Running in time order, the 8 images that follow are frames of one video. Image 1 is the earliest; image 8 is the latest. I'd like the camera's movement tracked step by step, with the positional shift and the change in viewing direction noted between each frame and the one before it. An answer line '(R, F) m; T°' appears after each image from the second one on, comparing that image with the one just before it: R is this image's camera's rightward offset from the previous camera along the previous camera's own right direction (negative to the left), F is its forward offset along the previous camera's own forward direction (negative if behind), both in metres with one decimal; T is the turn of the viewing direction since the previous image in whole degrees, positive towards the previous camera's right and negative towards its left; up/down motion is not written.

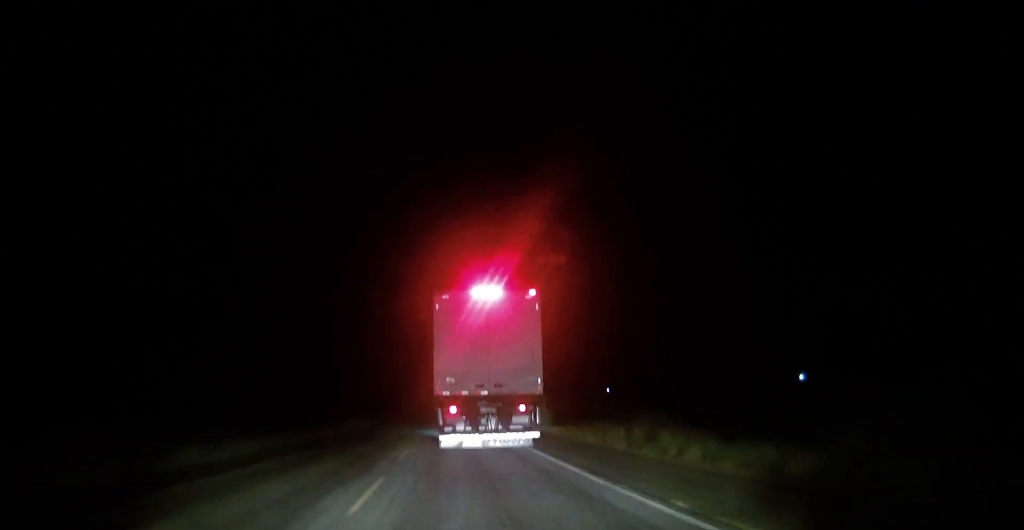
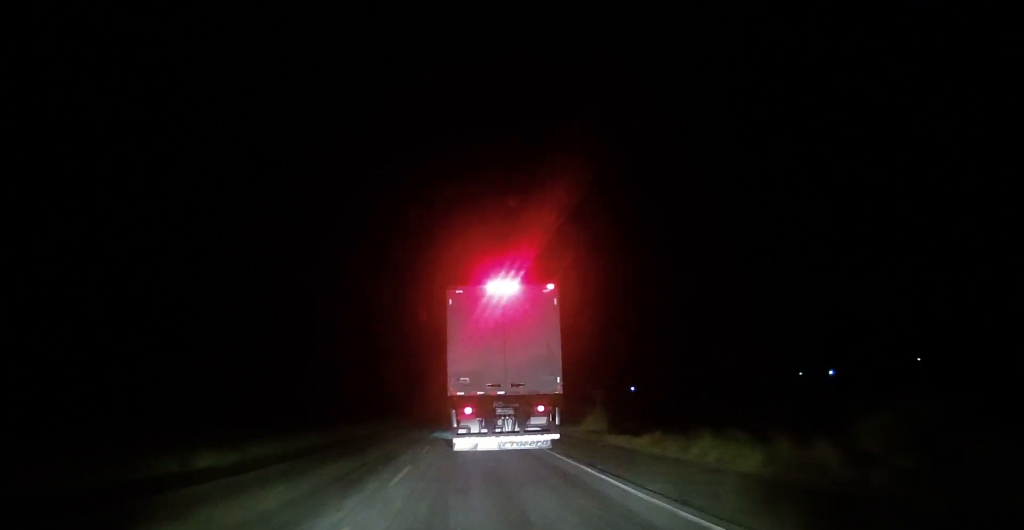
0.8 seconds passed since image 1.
(+0.5, +12.7) m; +2°
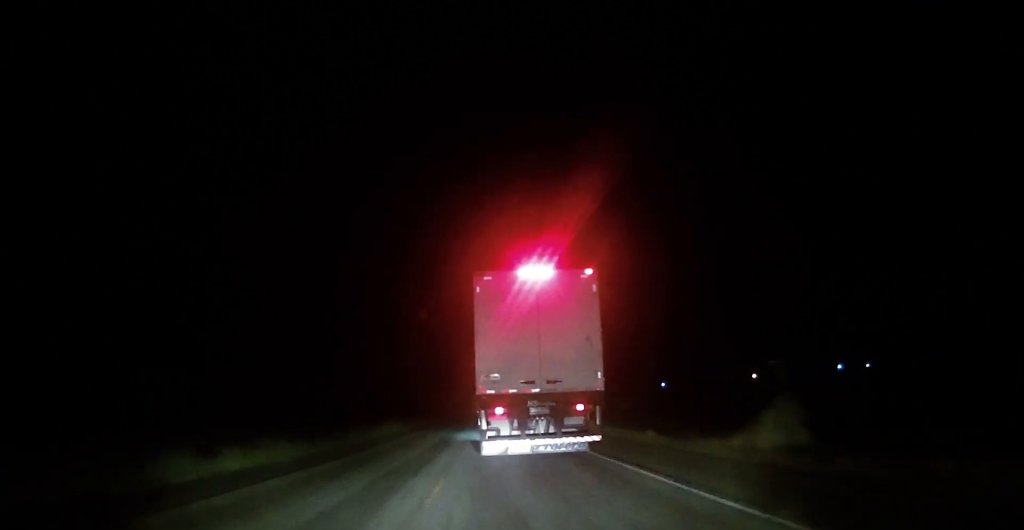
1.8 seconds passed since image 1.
(+0.1, +17.5) m; -1°
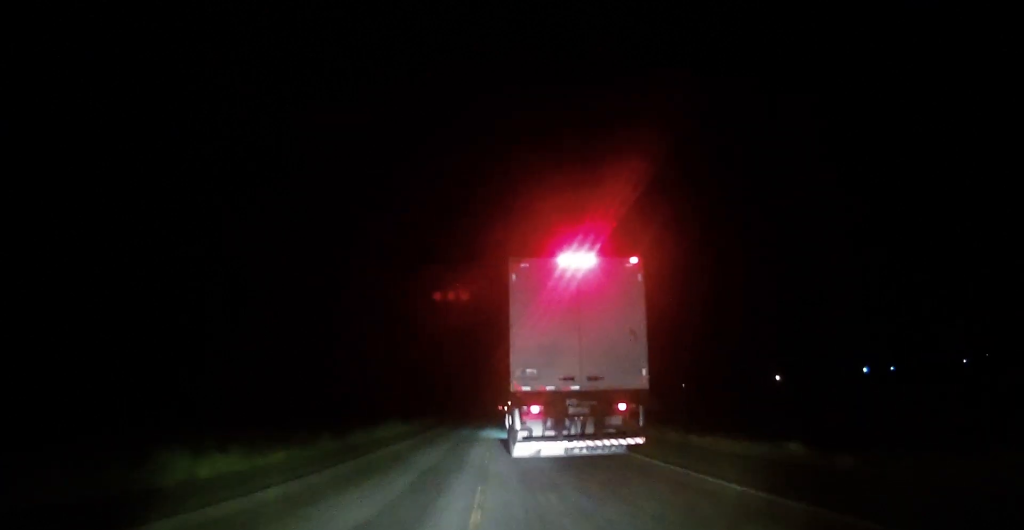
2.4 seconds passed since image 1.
(-0.2, +10.0) m; -1°
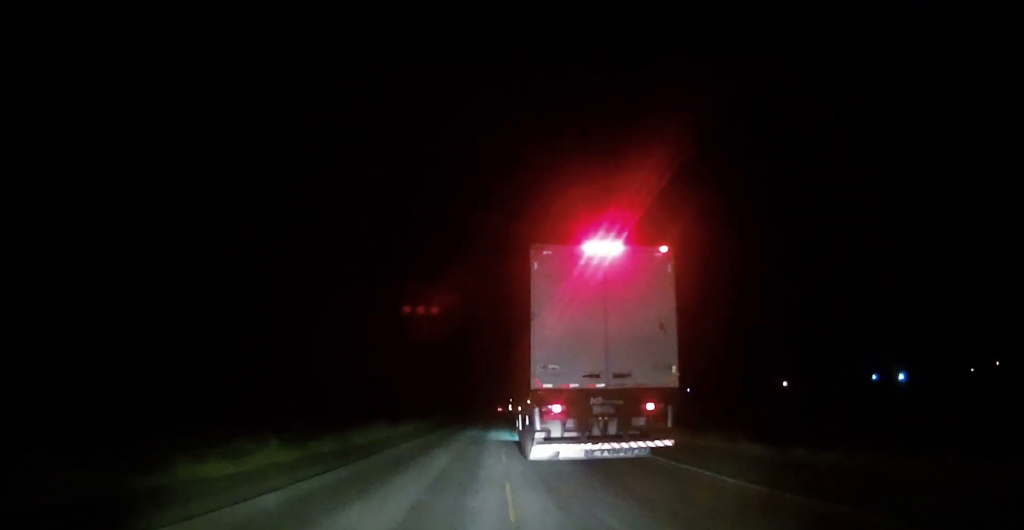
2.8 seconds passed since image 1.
(-0.1, +7.1) m; 0°
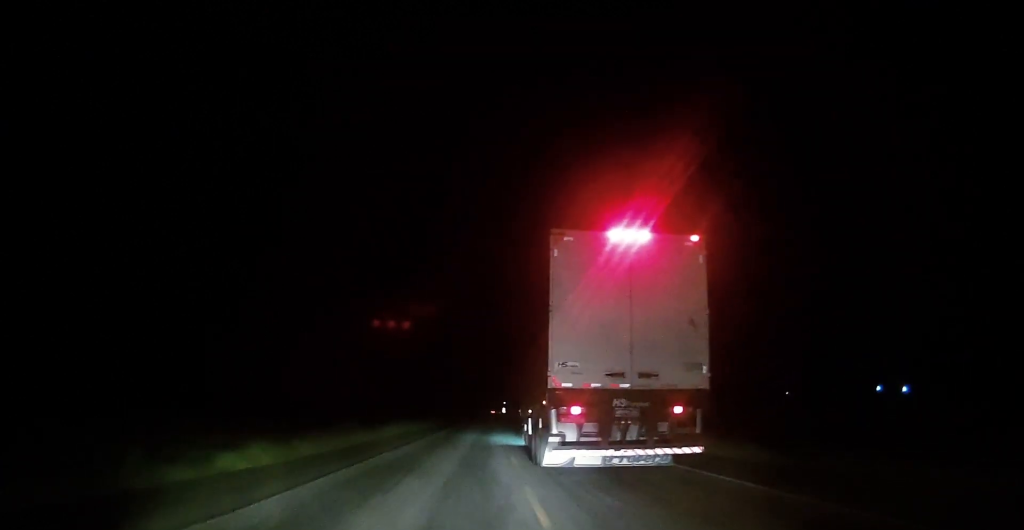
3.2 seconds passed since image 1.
(0.0, +8.0) m; 0°
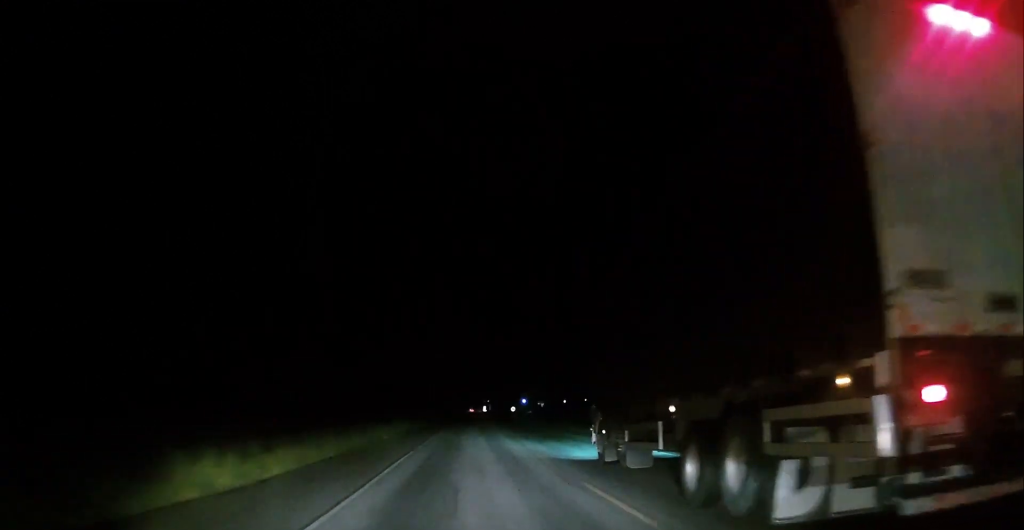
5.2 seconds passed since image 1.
(-0.1, +38.5) m; -1°
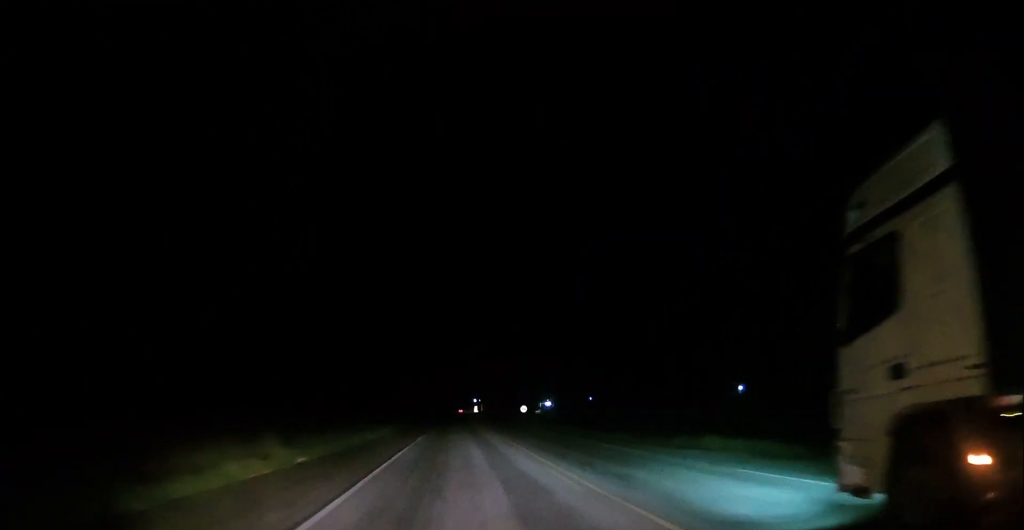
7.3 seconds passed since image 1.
(+0.9, +43.2) m; +3°
